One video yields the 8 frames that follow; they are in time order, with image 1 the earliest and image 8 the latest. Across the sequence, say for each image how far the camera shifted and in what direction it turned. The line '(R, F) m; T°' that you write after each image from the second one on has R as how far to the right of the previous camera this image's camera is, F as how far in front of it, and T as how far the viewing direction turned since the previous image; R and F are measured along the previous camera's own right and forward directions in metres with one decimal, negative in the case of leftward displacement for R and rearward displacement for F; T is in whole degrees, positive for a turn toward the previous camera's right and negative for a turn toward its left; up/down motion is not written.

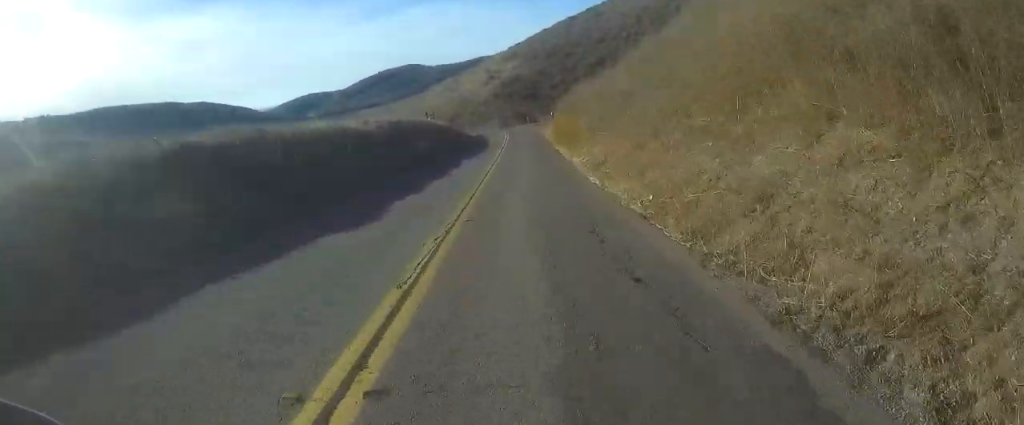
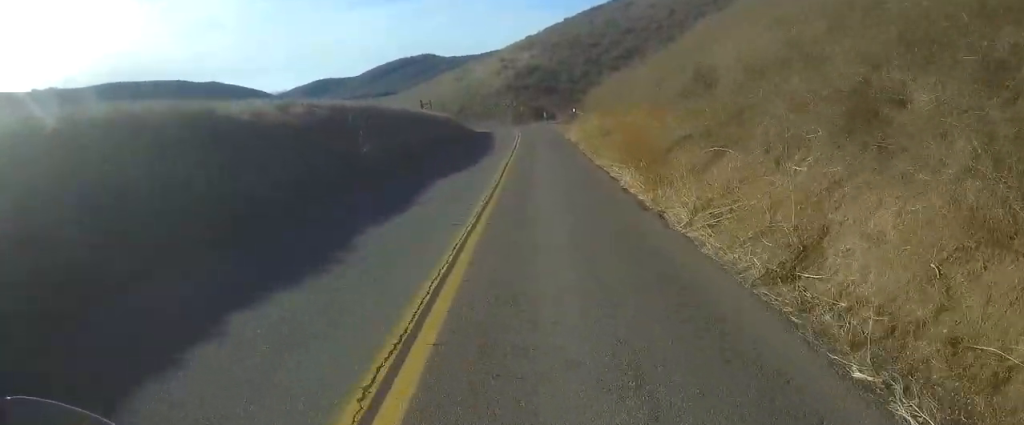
(+0.7, +15.2) m; +4°
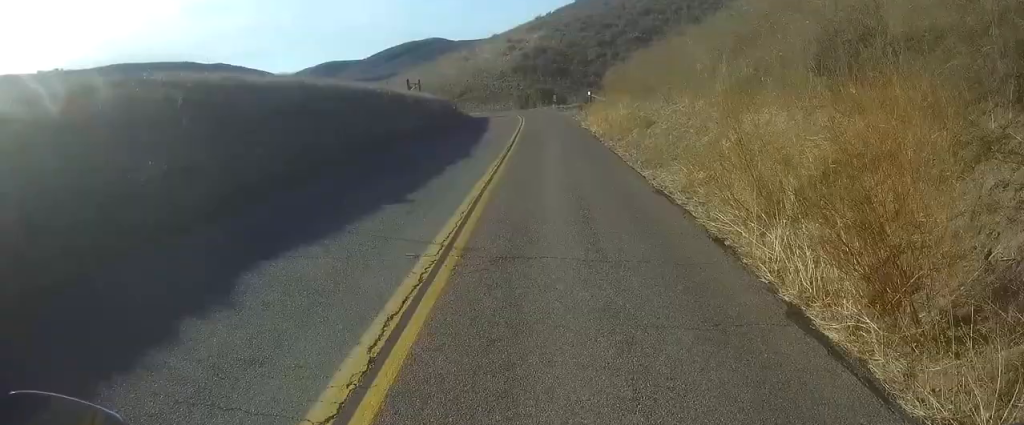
(+0.2, +10.7) m; +1°
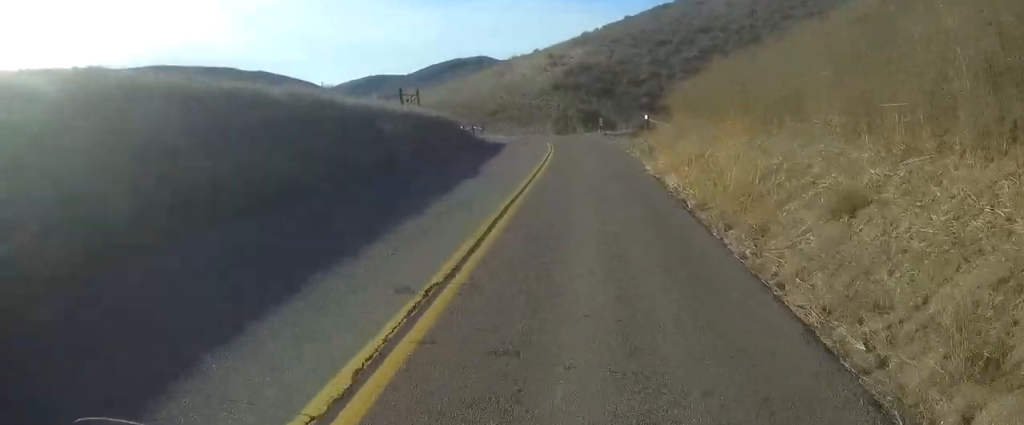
(0.0, +15.5) m; +1°
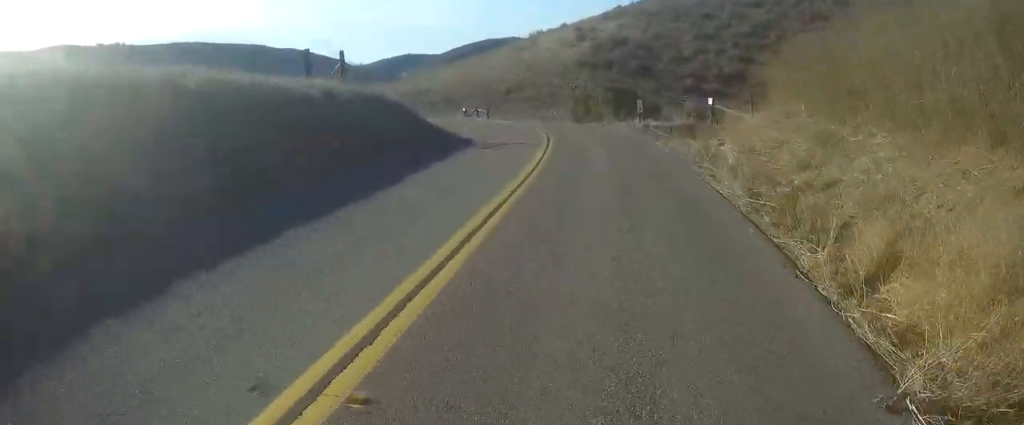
(+0.2, +17.8) m; -2°
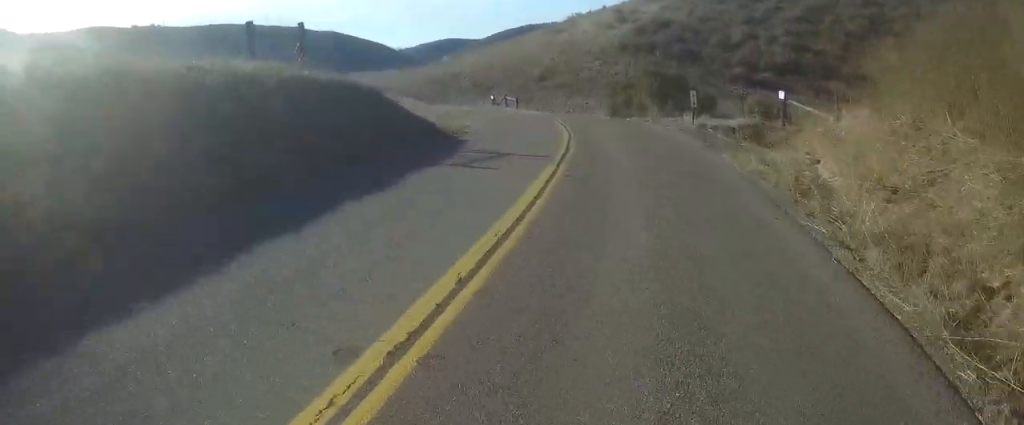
(-0.2, +7.0) m; -2°
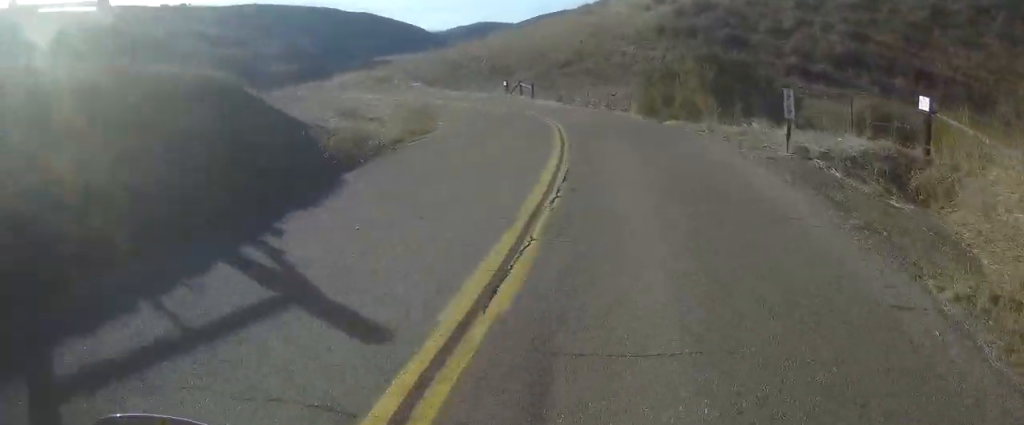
(-0.5, +10.5) m; -3°
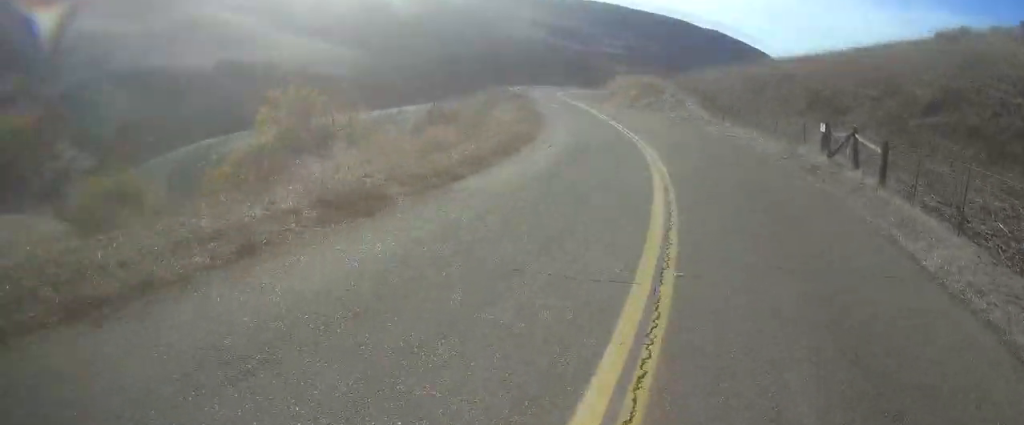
(-4.5, +30.0) m; -25°
